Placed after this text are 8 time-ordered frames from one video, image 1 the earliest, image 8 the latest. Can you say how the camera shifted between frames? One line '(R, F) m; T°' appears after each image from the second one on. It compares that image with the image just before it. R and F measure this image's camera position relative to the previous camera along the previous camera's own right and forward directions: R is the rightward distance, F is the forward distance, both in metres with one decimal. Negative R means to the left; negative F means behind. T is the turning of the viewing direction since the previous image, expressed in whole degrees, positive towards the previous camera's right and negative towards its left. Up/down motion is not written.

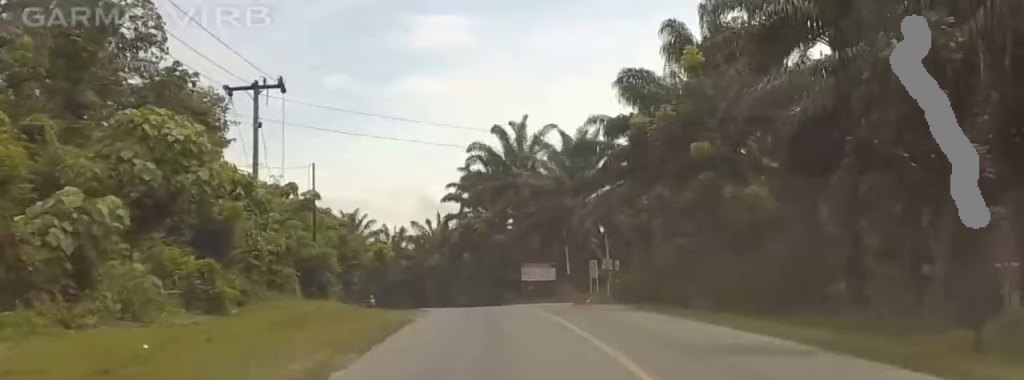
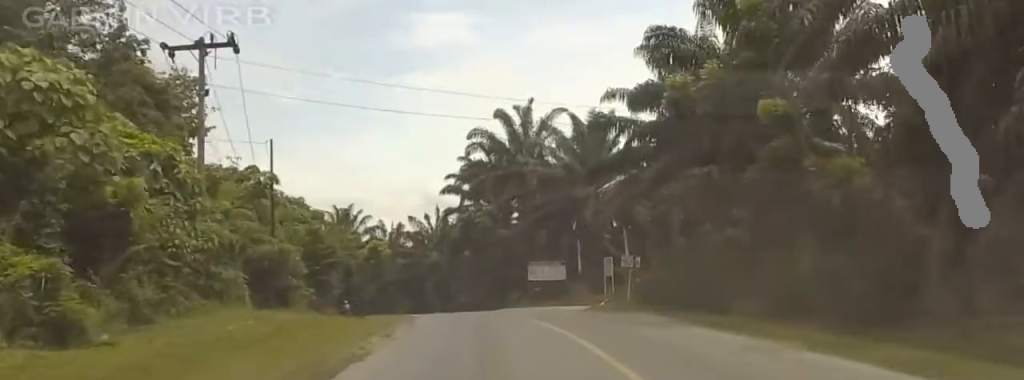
(+0.2, +4.1) m; 0°
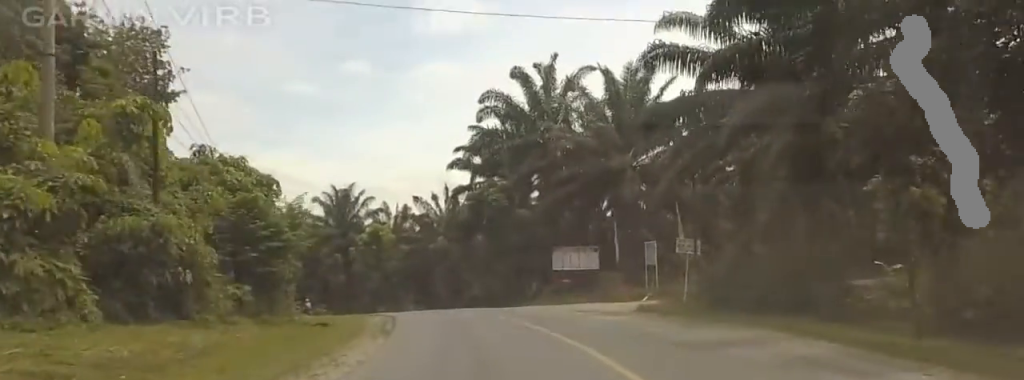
(-0.6, +6.1) m; -2°
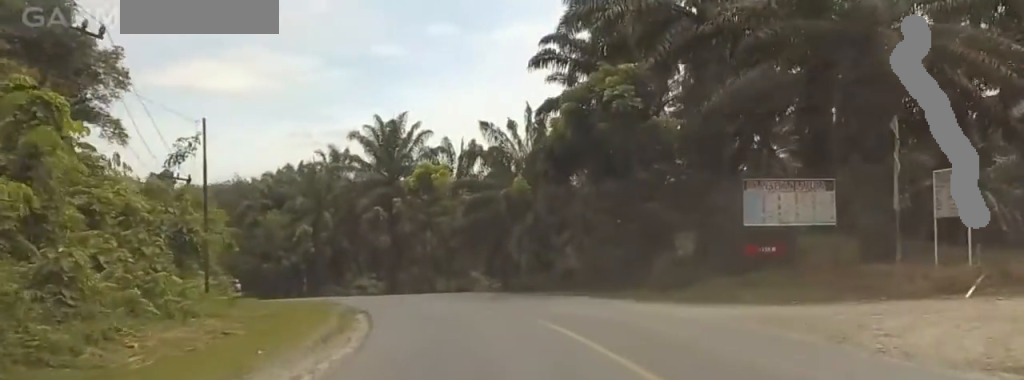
(-0.5, +13.1) m; -8°
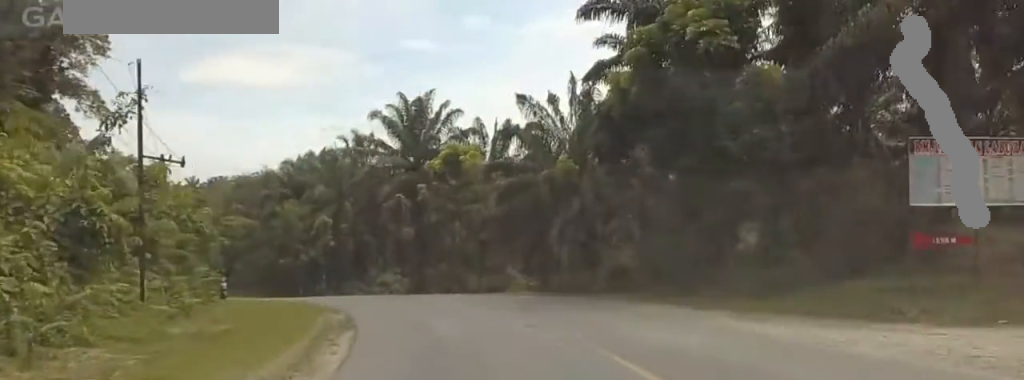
(0.0, +4.0) m; 0°
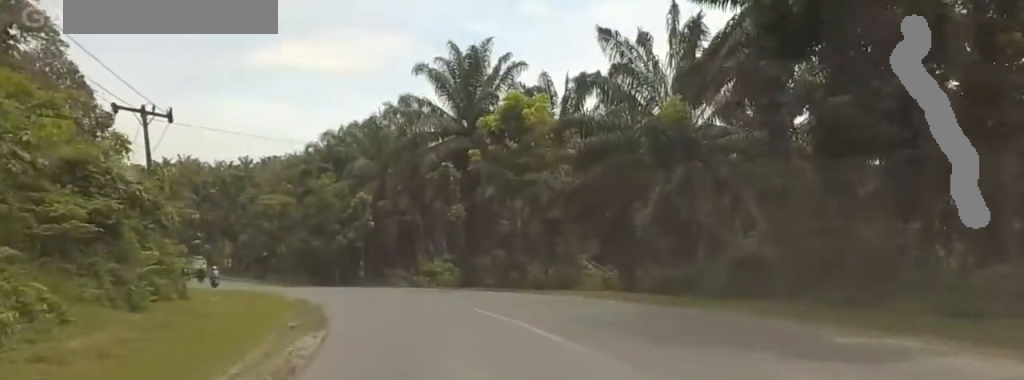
(0.0, +5.7) m; +4°
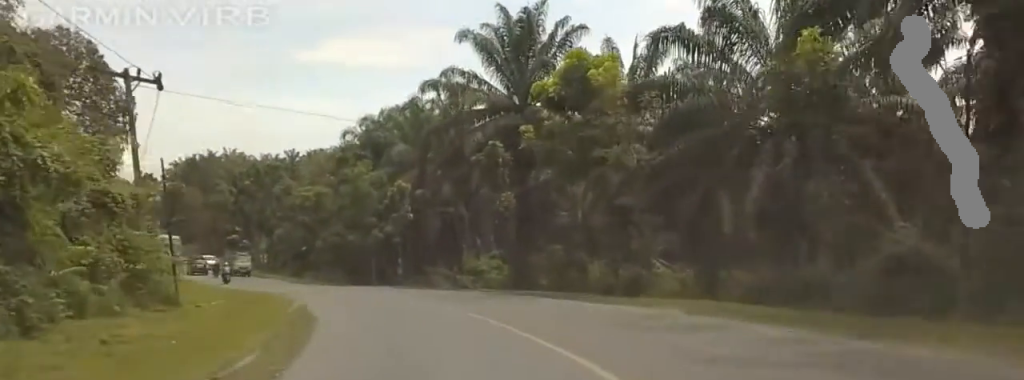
(-0.1, +3.5) m; +3°
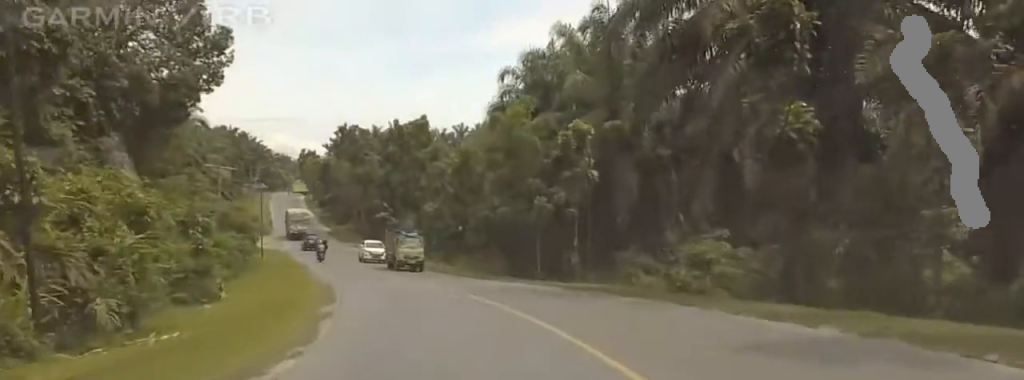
(+0.2, +8.8) m; 0°
